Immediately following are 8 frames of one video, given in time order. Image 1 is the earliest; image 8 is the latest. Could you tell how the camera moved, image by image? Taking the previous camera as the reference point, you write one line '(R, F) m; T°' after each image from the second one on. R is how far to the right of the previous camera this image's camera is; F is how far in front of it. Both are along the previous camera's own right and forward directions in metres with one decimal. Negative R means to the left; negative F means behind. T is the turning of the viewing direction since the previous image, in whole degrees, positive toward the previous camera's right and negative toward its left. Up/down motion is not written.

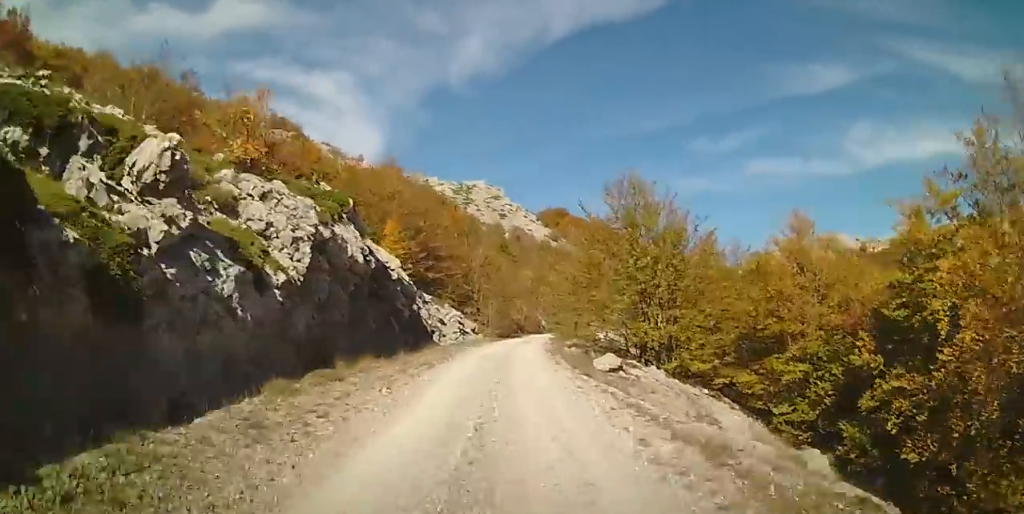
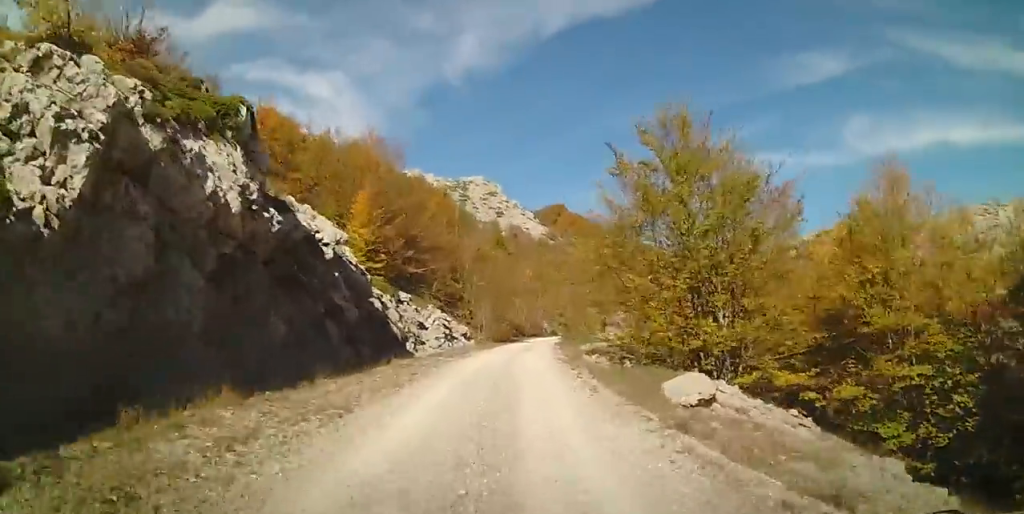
(-0.3, +8.1) m; -2°
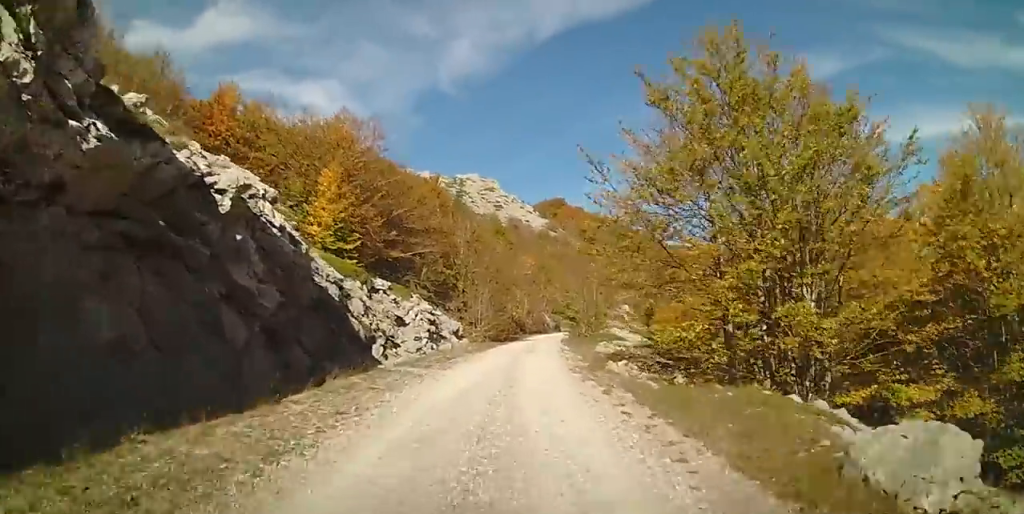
(0.0, +5.7) m; +1°
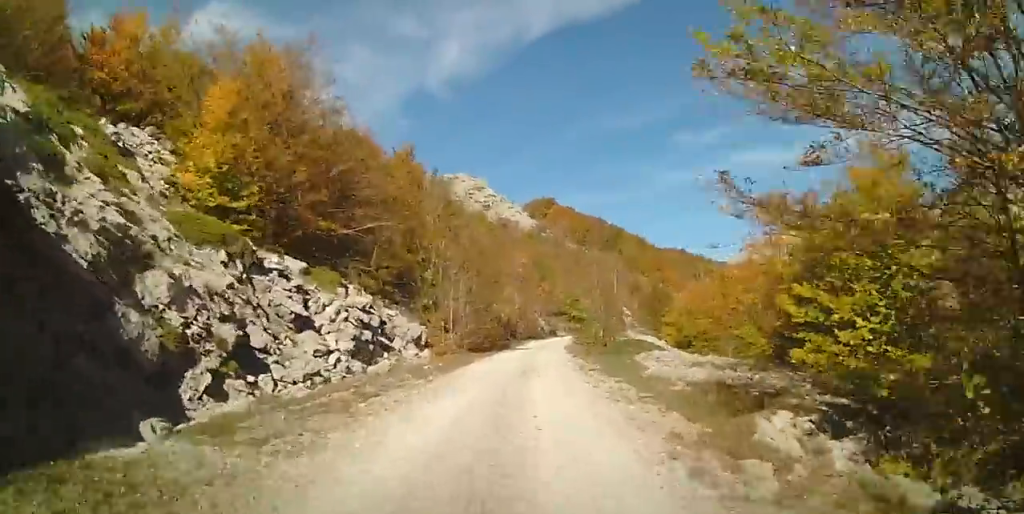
(+0.3, +10.5) m; +2°
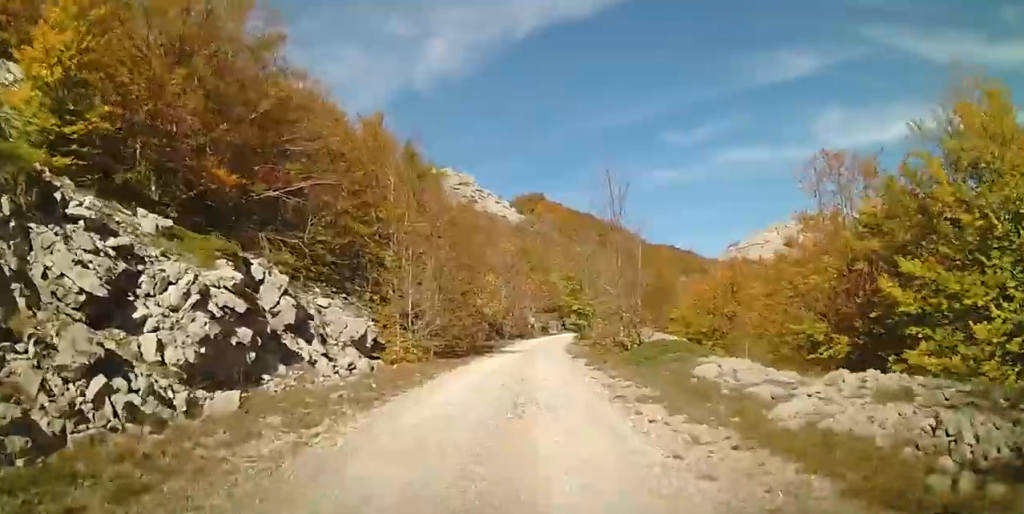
(0.0, +7.0) m; 0°
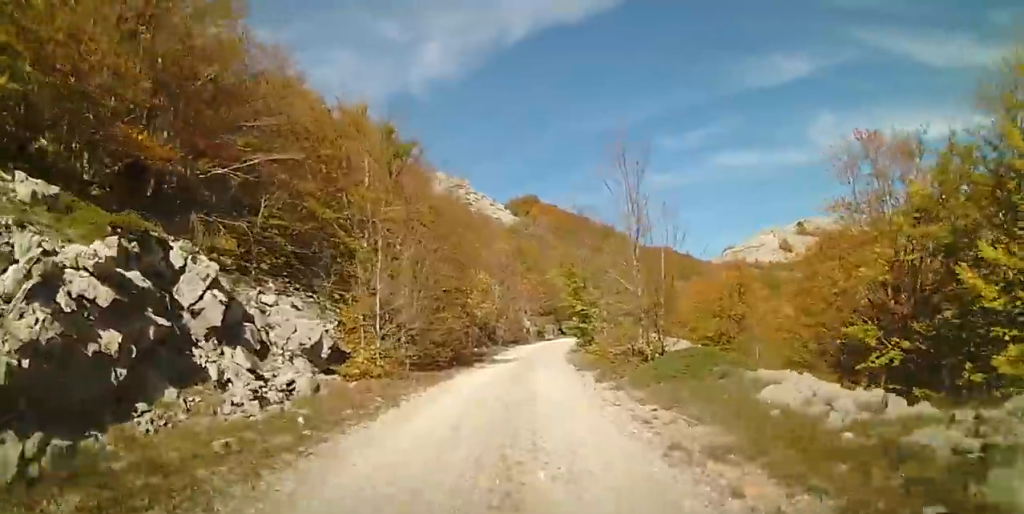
(0.0, +3.4) m; +1°
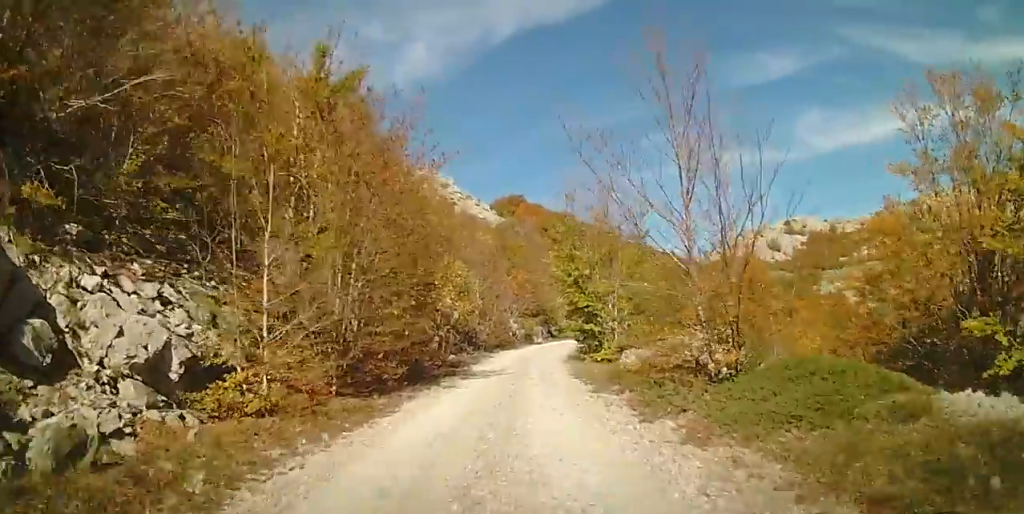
(0.0, +5.6) m; +2°
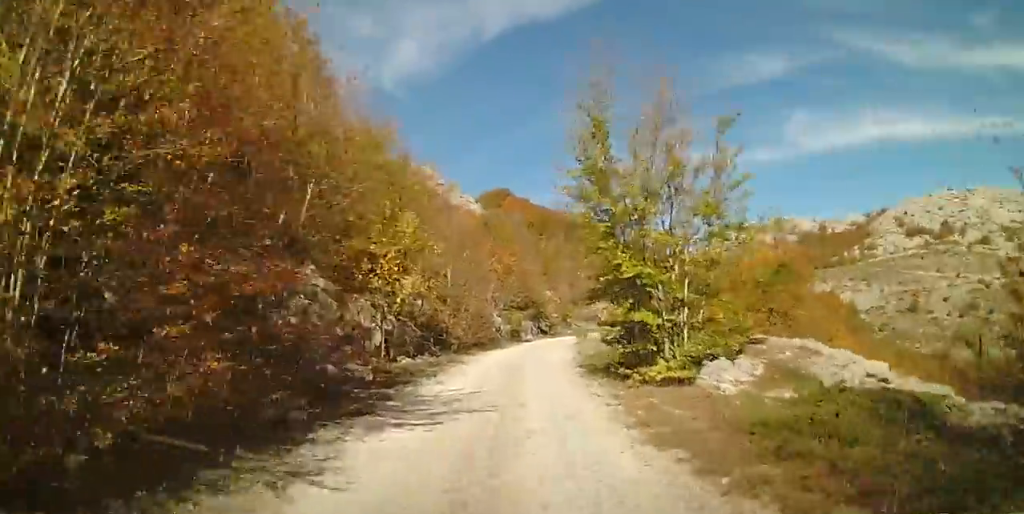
(+0.4, +8.6) m; +3°
